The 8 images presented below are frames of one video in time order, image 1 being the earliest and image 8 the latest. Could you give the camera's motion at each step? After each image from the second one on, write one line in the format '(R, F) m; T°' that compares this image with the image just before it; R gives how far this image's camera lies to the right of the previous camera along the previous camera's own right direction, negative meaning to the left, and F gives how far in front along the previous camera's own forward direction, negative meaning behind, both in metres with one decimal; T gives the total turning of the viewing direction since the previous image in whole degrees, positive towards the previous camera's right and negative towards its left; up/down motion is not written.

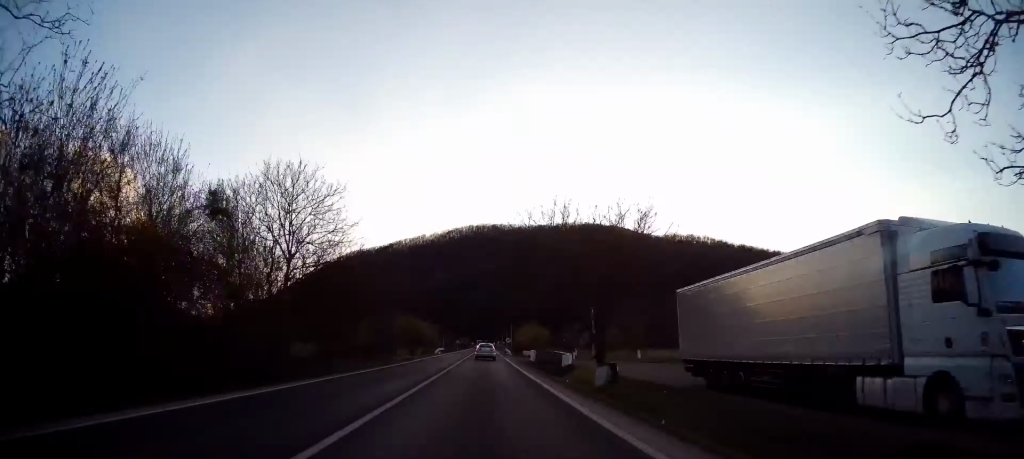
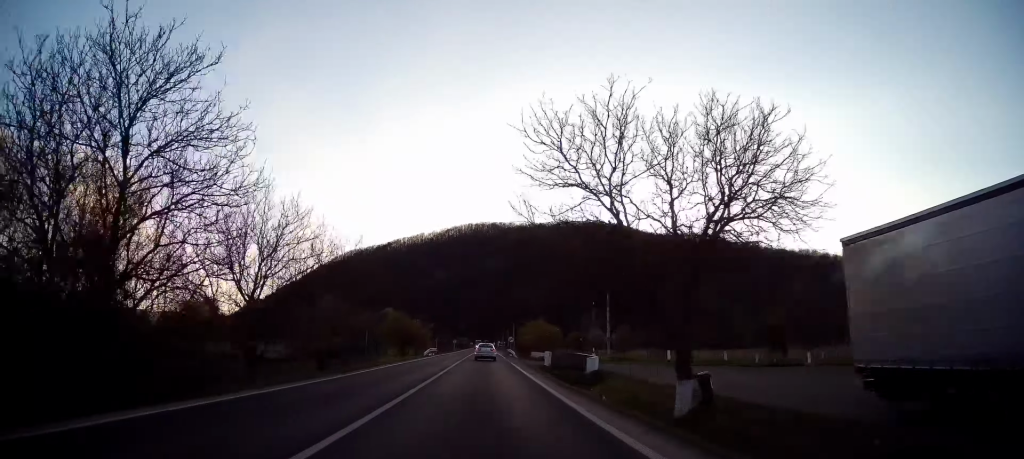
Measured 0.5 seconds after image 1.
(0.0, +11.8) m; 0°
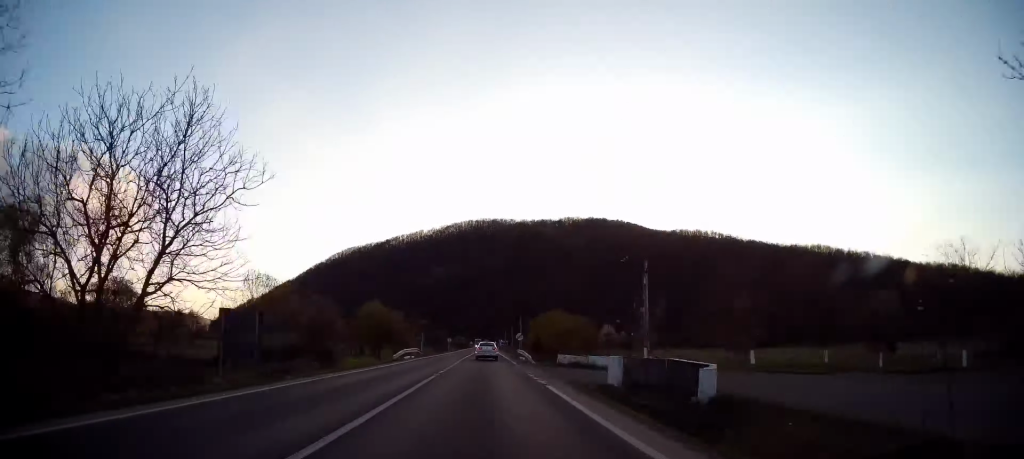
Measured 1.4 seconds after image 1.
(0.0, +19.0) m; 0°
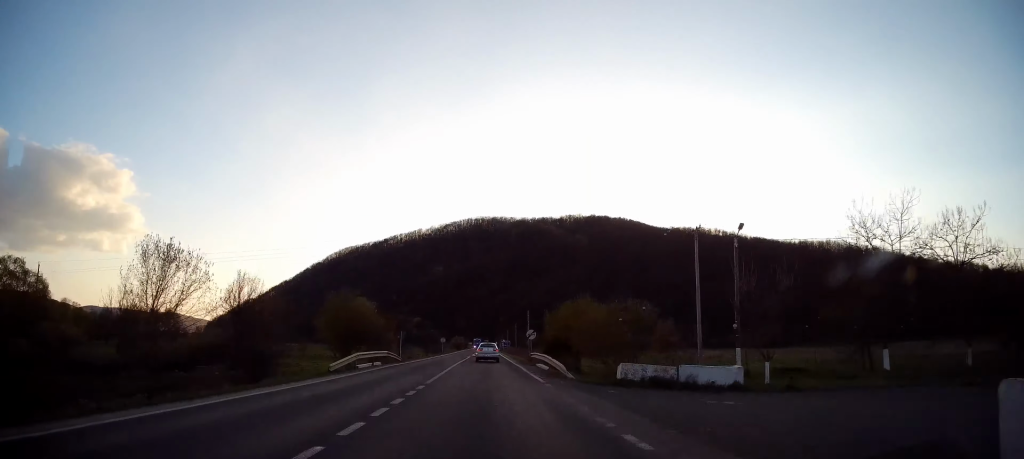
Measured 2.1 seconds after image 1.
(0.0, +15.2) m; 0°
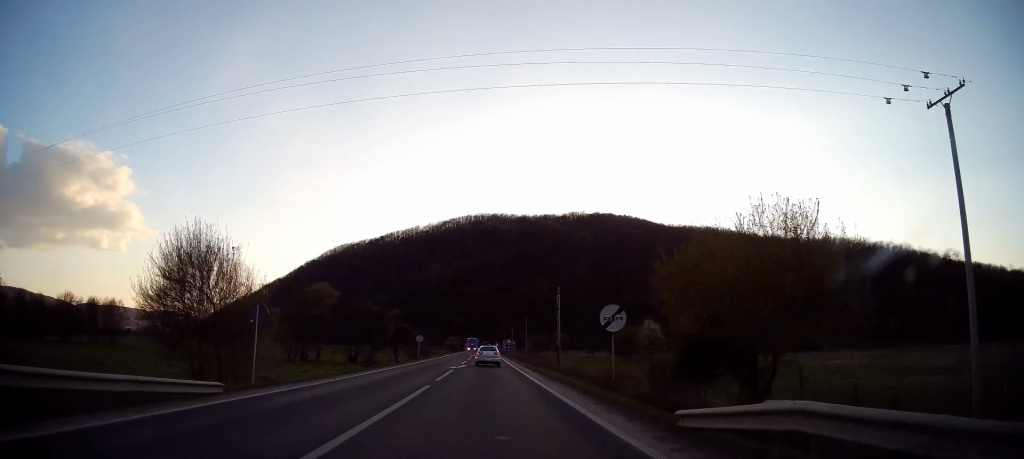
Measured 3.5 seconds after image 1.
(0.0, +29.3) m; 0°
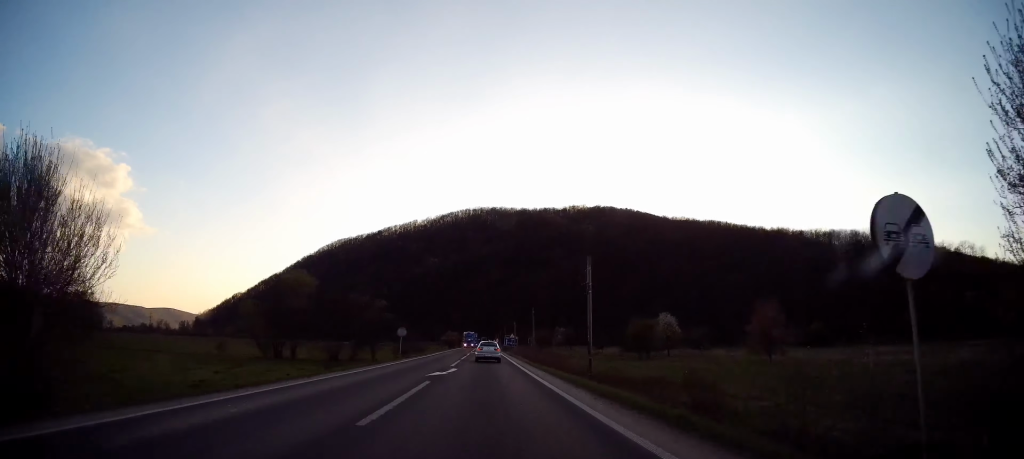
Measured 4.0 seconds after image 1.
(0.0, +12.0) m; 0°
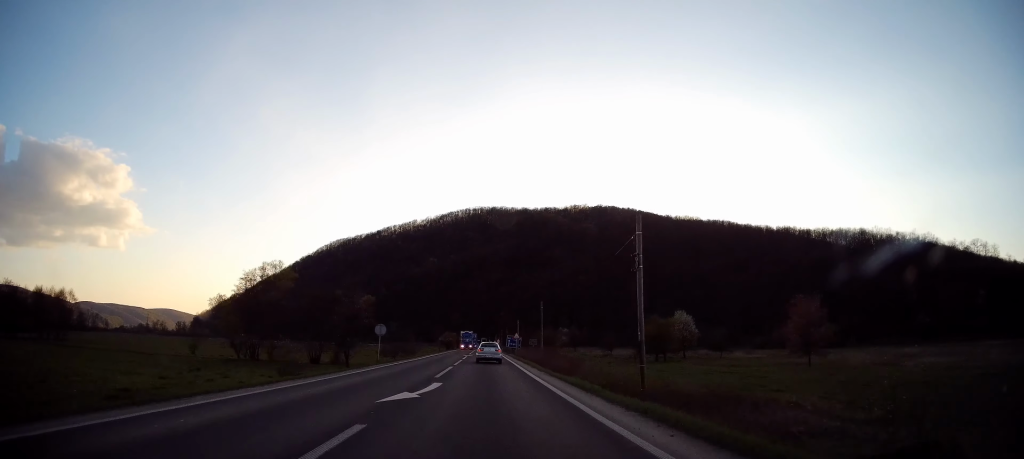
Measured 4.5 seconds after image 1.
(0.0, +9.2) m; 0°
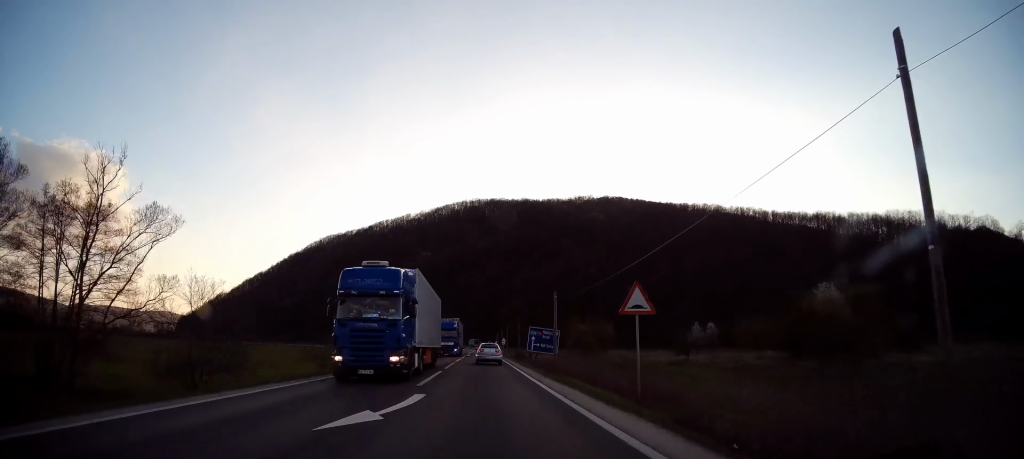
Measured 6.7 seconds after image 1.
(+1.1, +48.3) m; +1°
